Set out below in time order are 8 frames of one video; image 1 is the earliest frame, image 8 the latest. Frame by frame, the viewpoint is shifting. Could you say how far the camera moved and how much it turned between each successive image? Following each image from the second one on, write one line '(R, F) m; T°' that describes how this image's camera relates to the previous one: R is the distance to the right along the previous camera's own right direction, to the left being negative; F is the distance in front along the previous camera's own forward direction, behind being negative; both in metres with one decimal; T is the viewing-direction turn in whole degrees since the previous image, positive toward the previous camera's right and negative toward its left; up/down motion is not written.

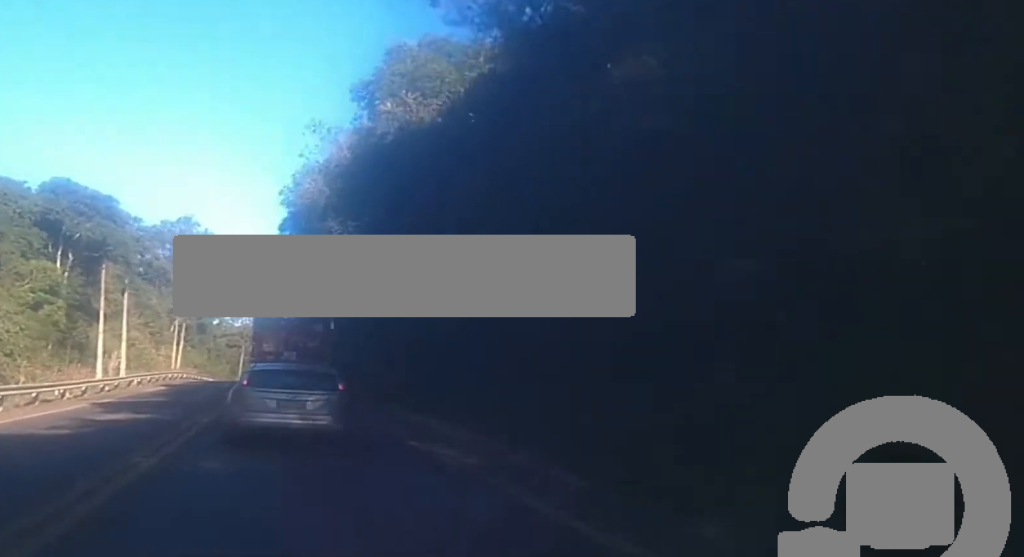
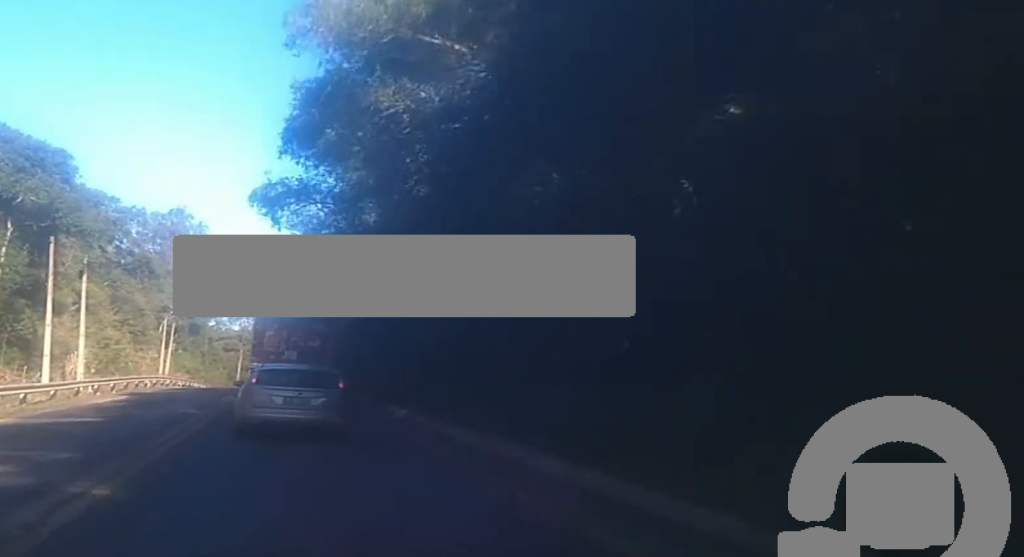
(+0.1, +14.4) m; 0°
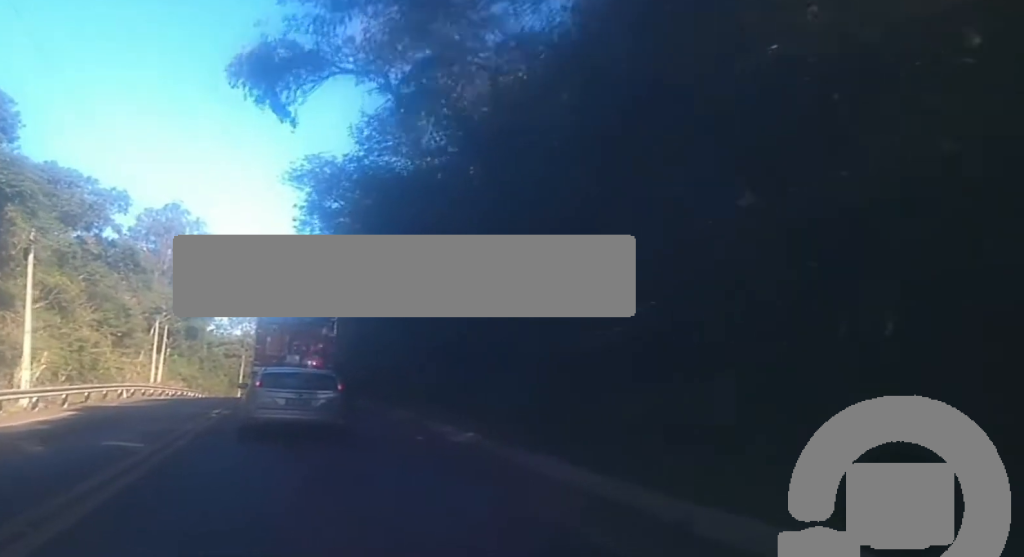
(-0.1, +11.8) m; -1°
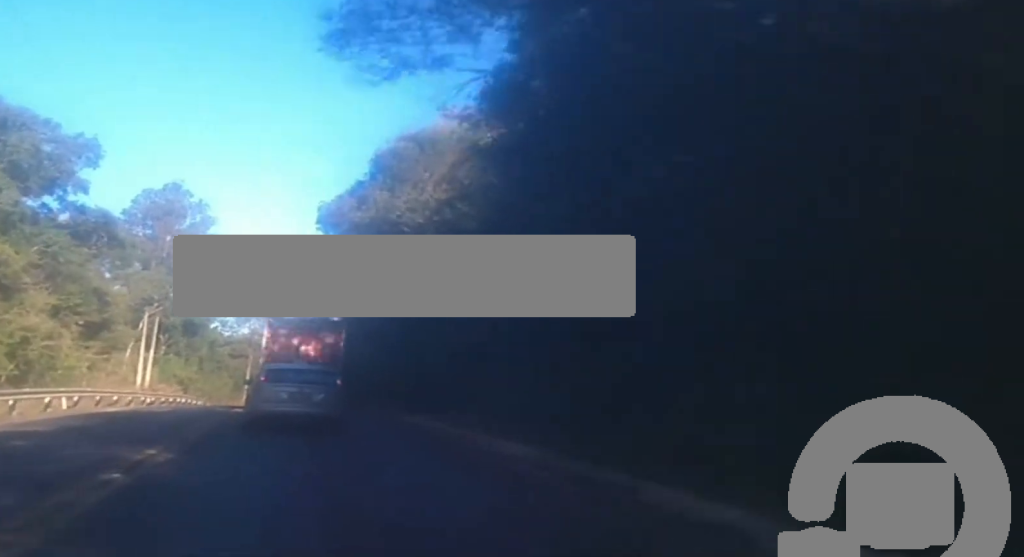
(0.0, +15.4) m; 0°
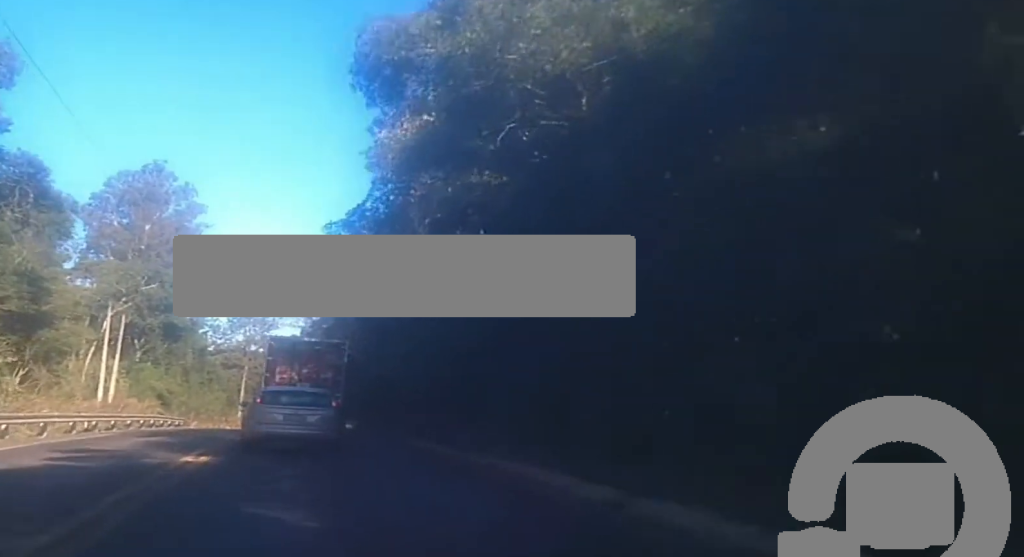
(0.0, +17.2) m; 0°
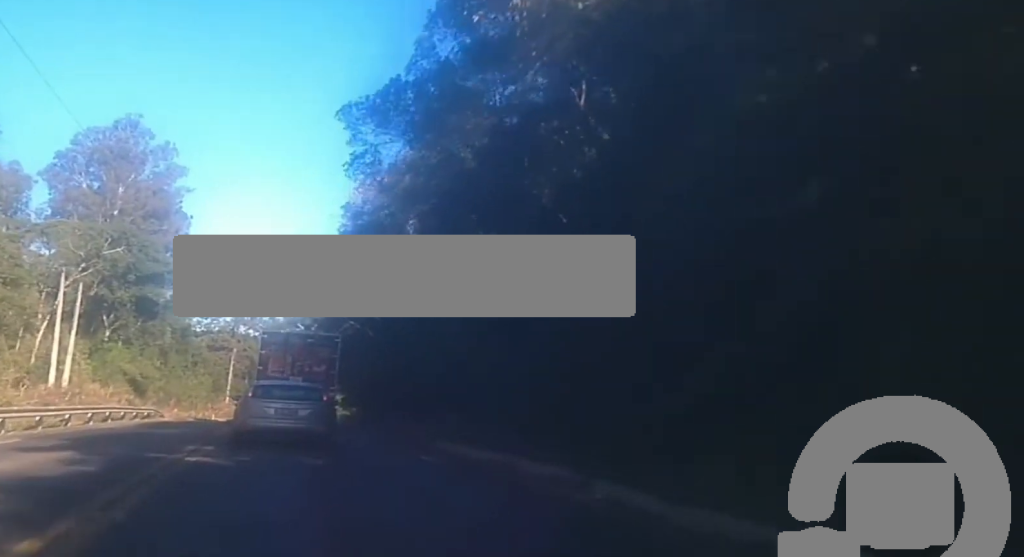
(0.0, +11.3) m; -1°
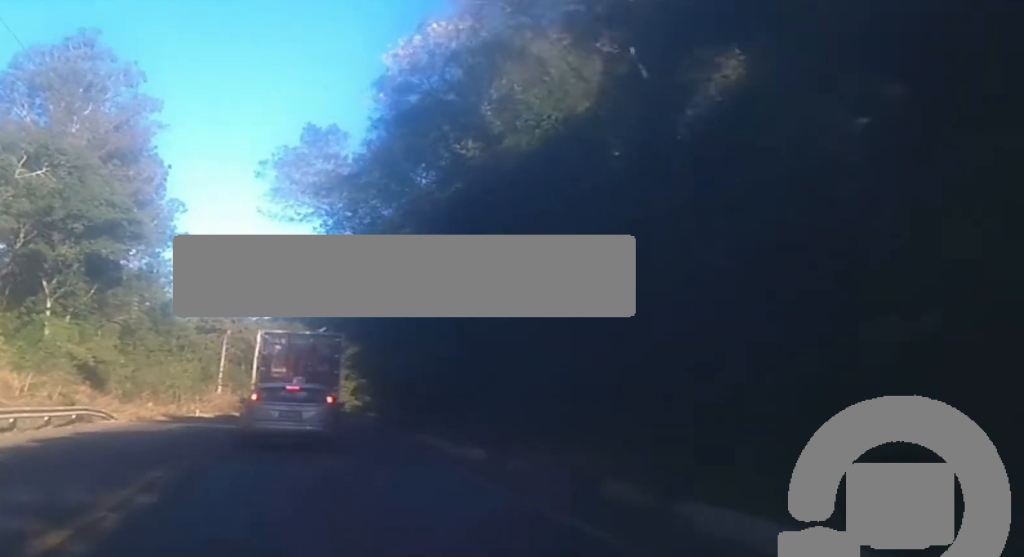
(-0.2, +18.9) m; -2°
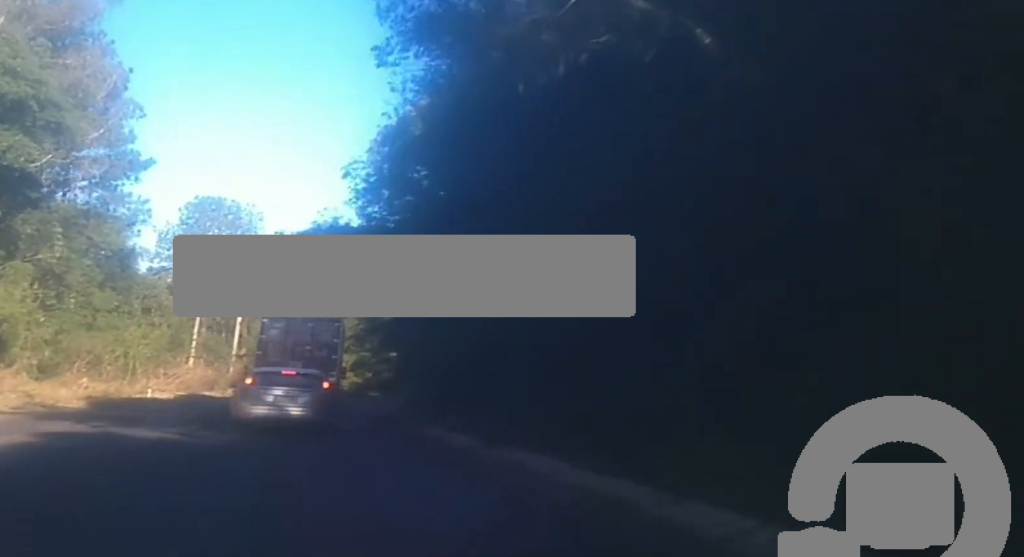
(-0.6, +19.7) m; 0°
